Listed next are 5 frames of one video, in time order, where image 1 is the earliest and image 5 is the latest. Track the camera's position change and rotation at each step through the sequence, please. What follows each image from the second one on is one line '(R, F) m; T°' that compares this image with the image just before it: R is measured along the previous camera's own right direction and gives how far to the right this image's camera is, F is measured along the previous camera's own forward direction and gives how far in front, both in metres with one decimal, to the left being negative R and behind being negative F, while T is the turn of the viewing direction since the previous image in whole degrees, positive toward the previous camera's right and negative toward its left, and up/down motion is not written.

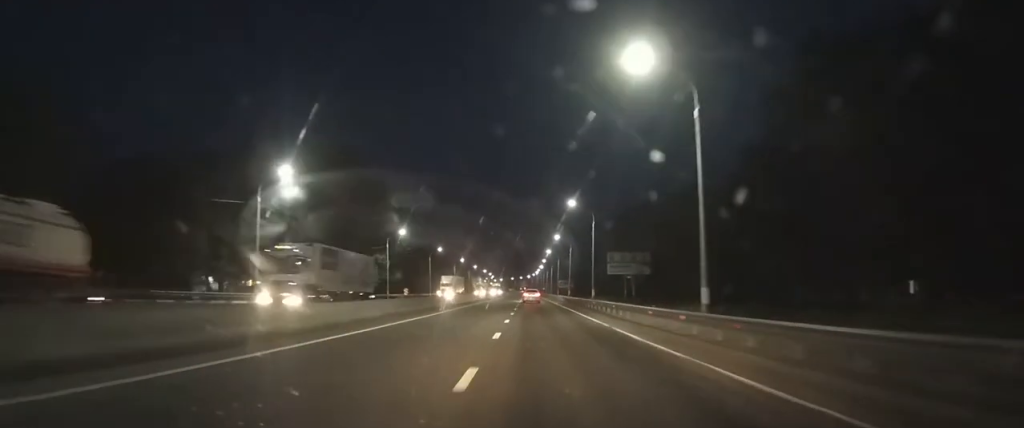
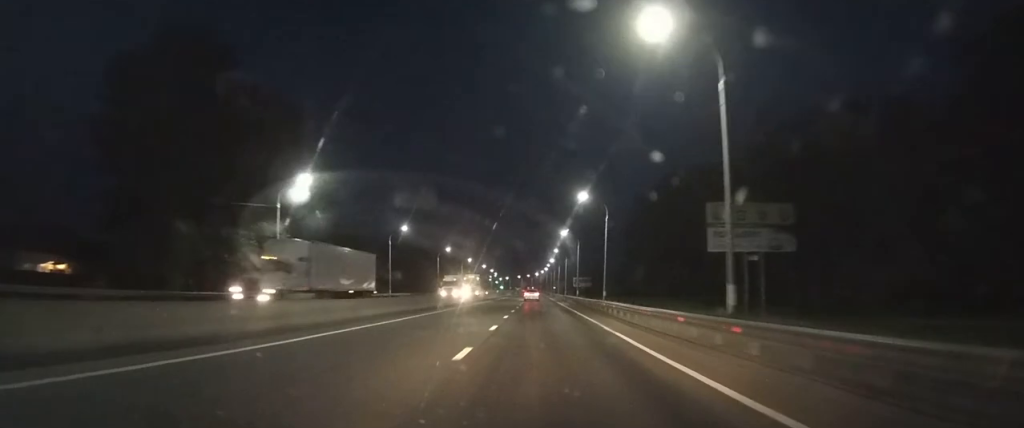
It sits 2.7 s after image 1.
(-0.6, +44.0) m; -1°
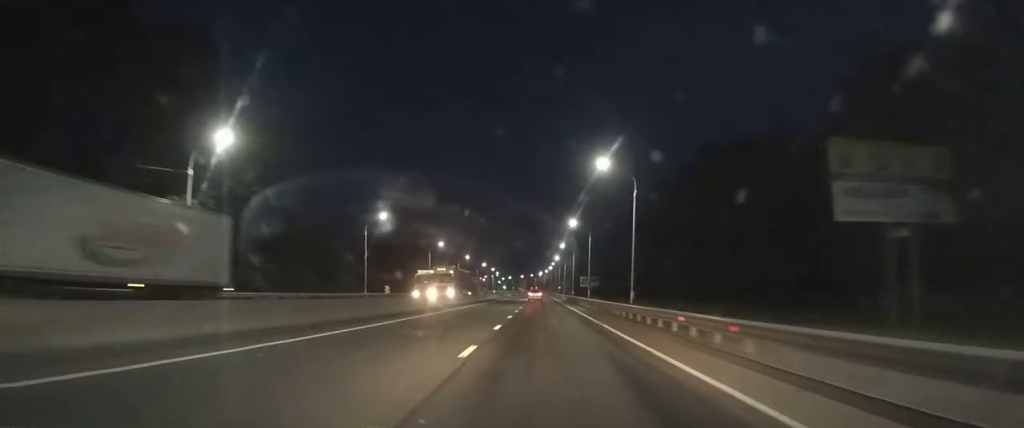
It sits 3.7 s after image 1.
(0.0, +16.6) m; 0°
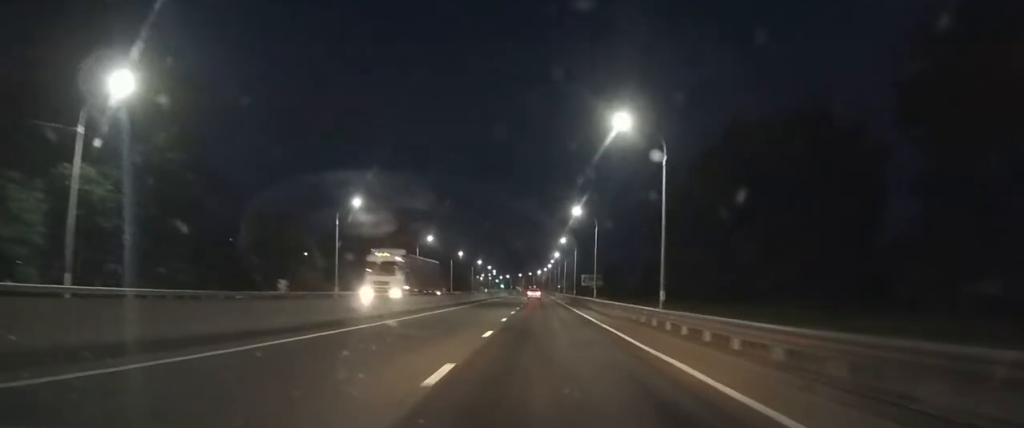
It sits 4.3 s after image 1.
(0.0, +12.5) m; 0°
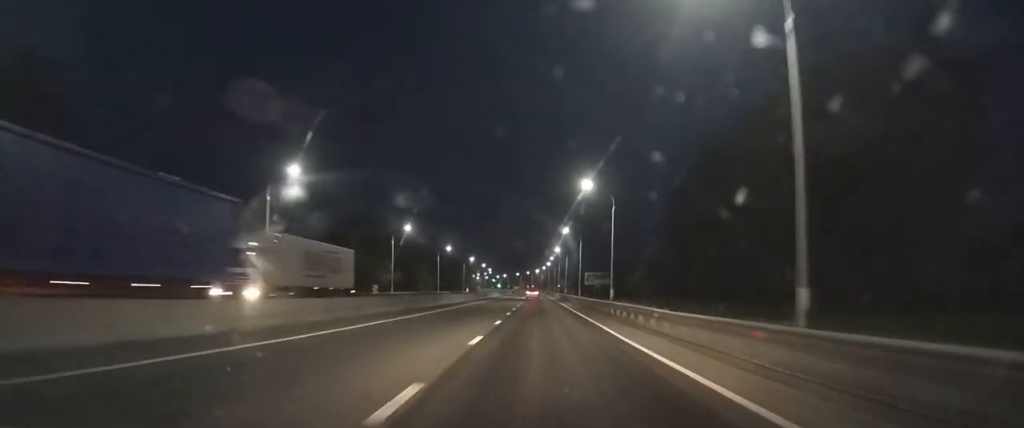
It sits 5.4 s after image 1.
(0.0, +21.7) m; 0°
